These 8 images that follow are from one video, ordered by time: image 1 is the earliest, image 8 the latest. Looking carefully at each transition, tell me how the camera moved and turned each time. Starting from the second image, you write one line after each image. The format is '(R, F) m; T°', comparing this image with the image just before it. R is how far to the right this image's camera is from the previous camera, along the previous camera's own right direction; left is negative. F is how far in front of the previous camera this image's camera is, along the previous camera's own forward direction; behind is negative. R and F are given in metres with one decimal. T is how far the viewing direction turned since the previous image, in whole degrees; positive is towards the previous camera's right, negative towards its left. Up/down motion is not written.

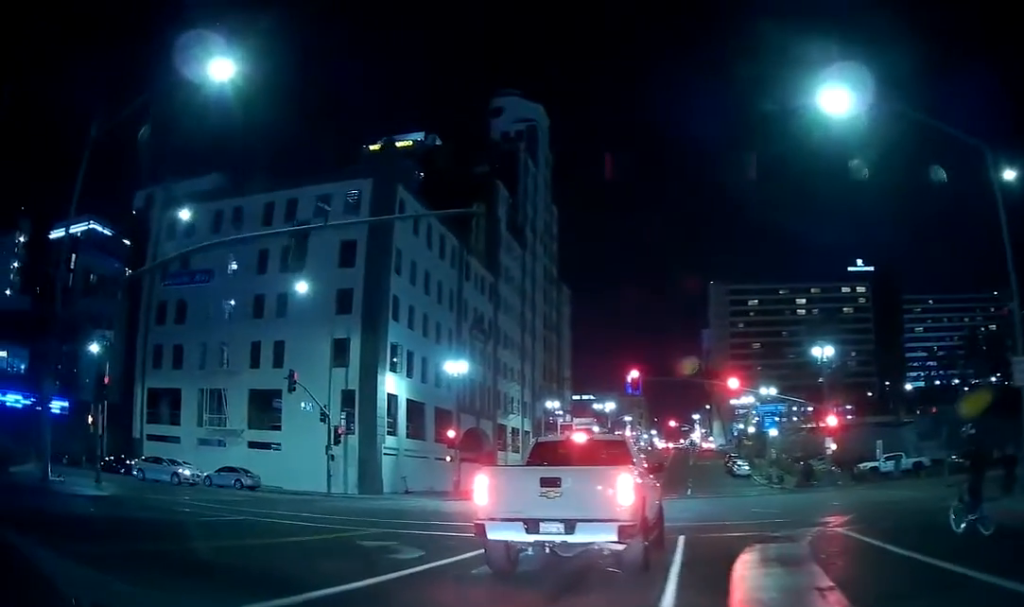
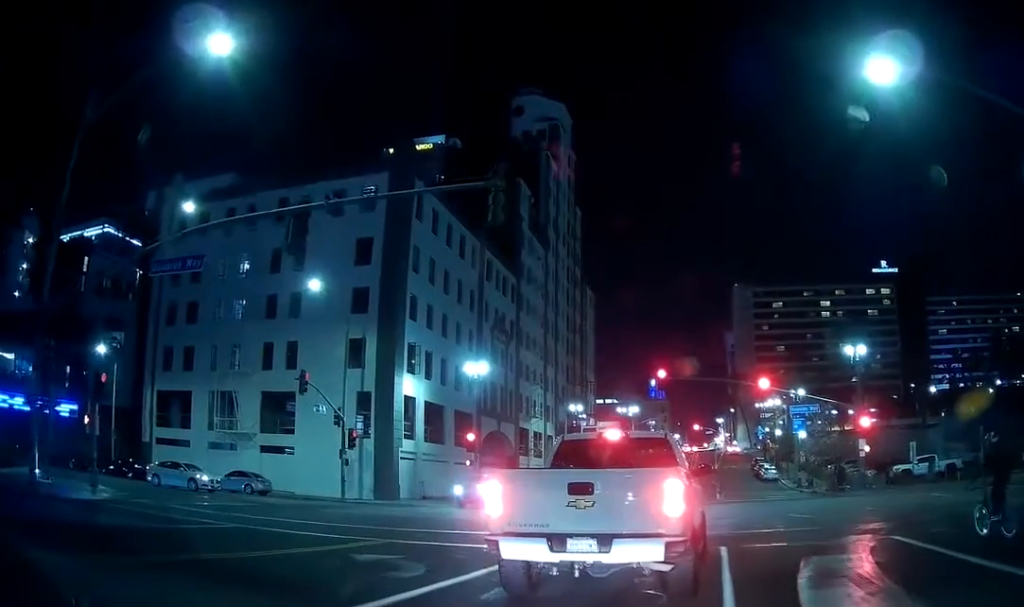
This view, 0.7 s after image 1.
(0.0, +2.6) m; +1°
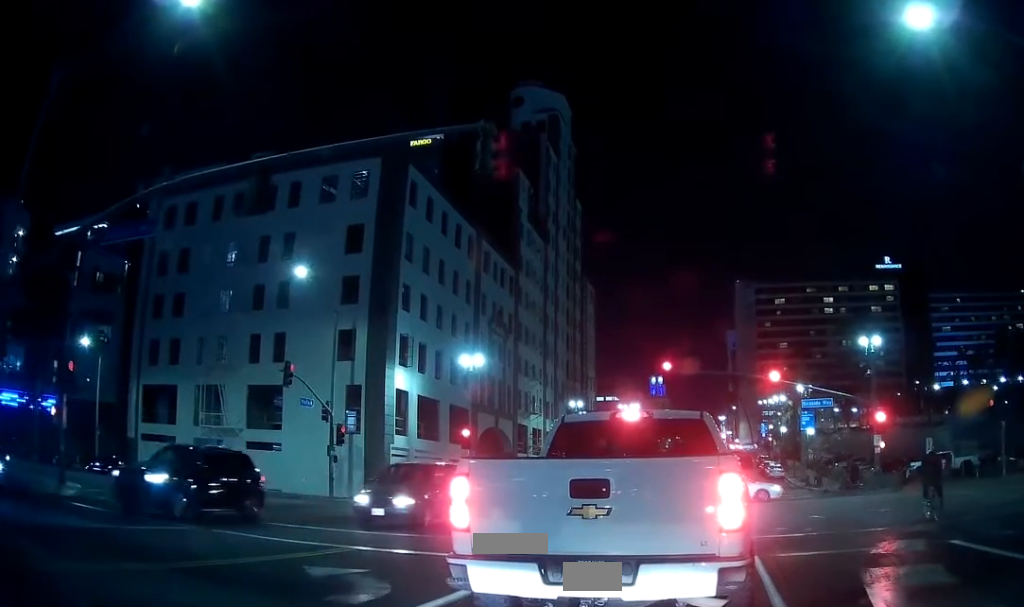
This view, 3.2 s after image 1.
(+0.3, +1.5) m; +1°
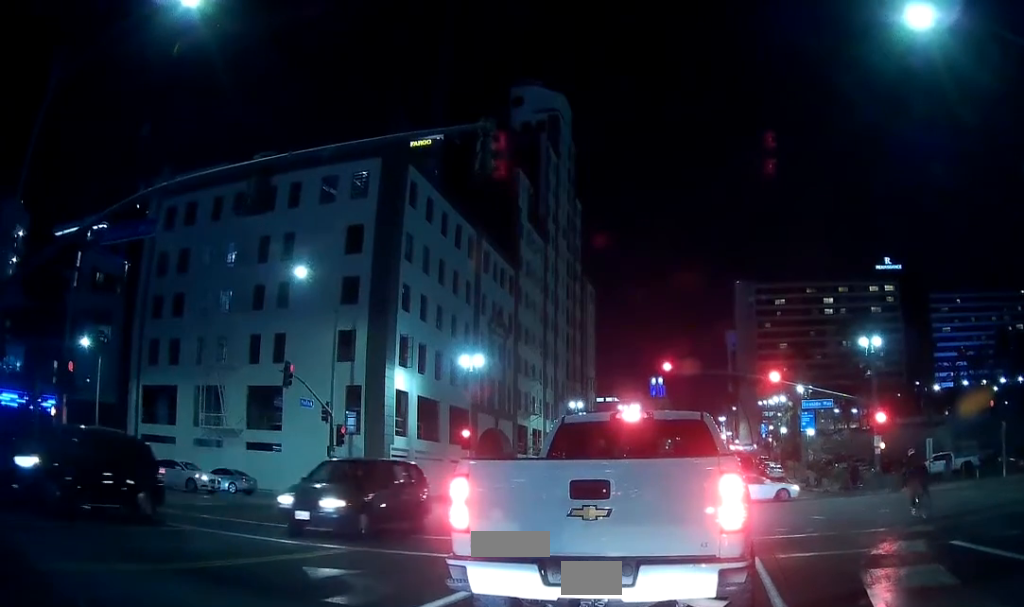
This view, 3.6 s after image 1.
(0.0, 0.0) m; 0°
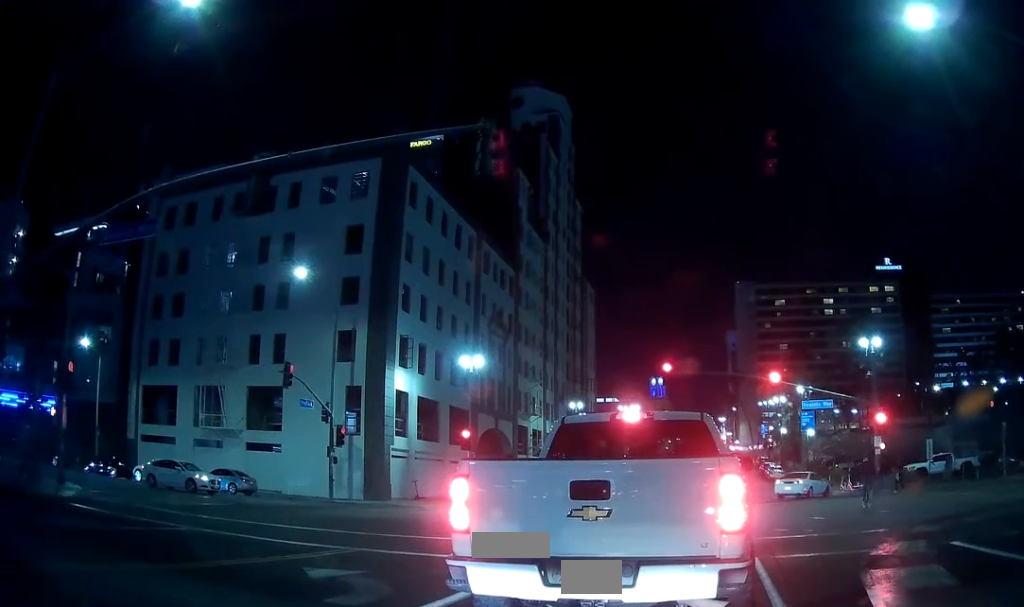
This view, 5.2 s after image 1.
(0.0, 0.0) m; 0°
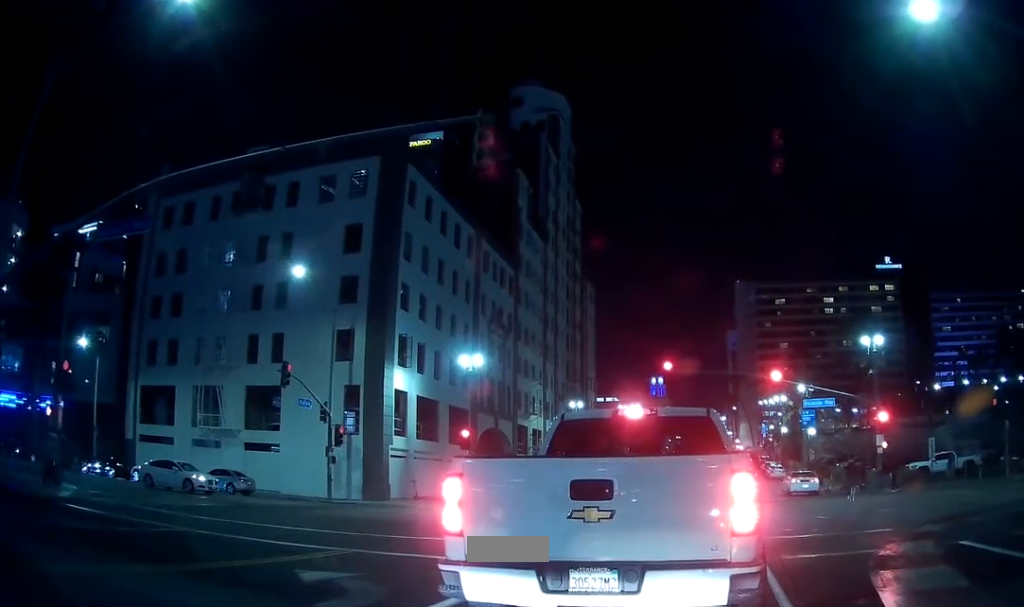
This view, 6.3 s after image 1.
(0.0, 0.0) m; 0°
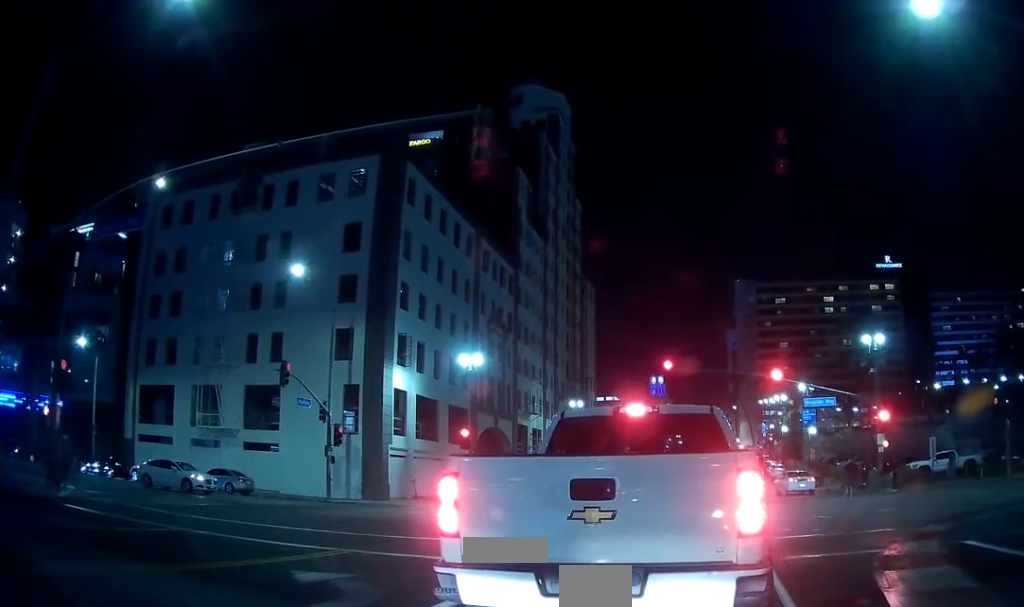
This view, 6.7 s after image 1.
(0.0, 0.0) m; 0°
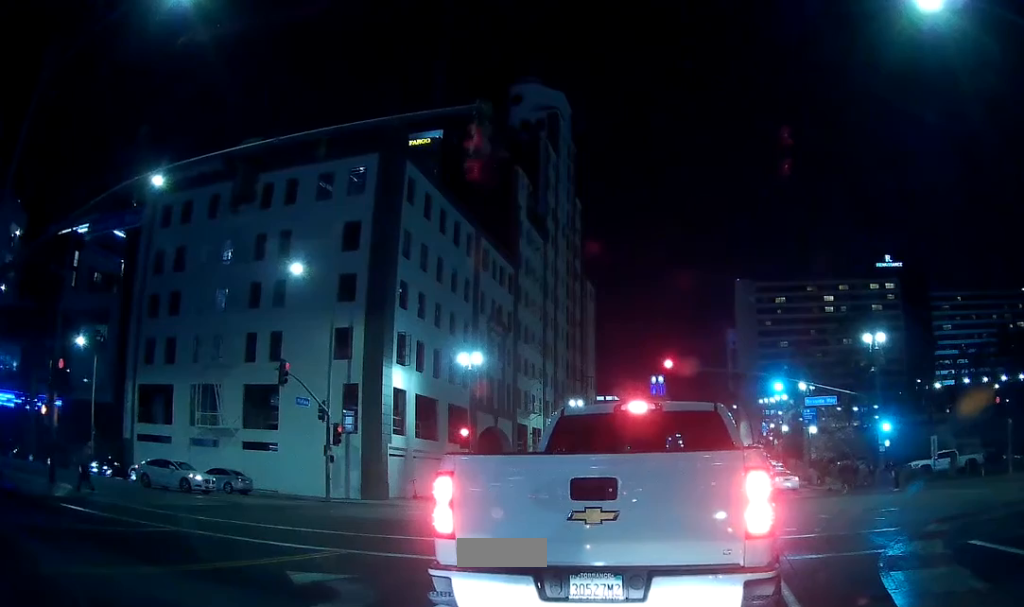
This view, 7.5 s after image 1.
(0.0, 0.0) m; 0°
